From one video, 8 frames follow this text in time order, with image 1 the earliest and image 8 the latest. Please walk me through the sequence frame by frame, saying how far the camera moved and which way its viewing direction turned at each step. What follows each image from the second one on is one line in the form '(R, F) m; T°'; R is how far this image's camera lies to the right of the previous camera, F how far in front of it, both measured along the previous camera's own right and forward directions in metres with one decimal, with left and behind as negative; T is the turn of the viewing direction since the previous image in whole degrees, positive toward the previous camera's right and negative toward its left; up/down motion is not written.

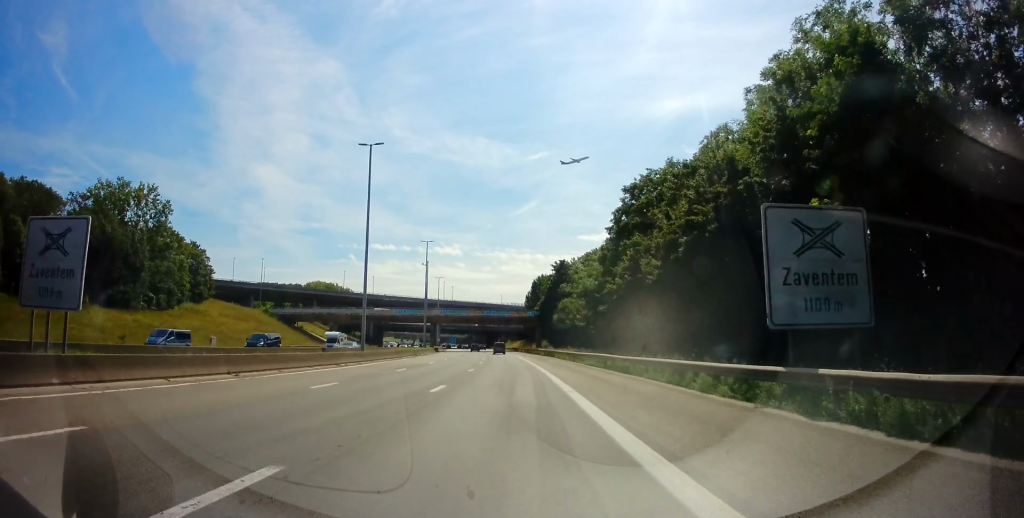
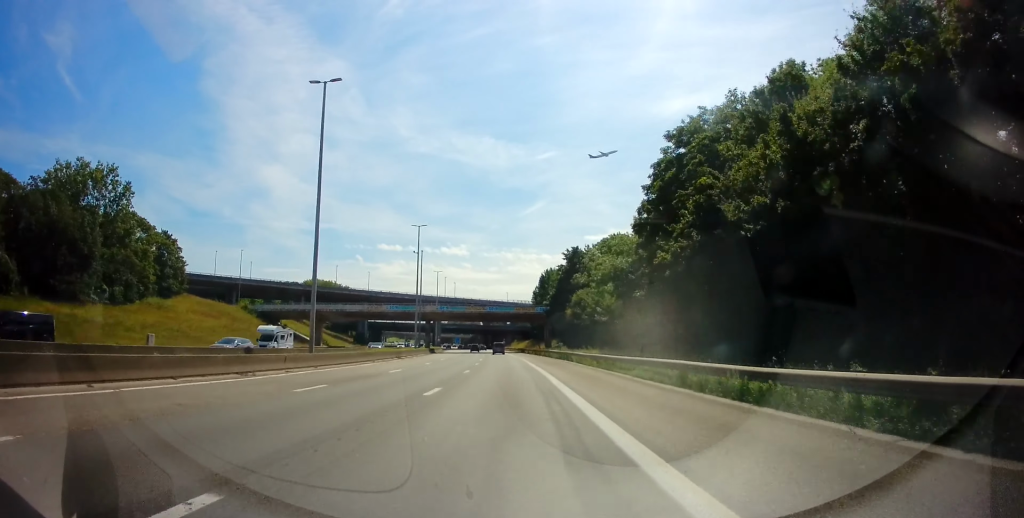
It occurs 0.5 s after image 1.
(-0.1, +14.4) m; -1°
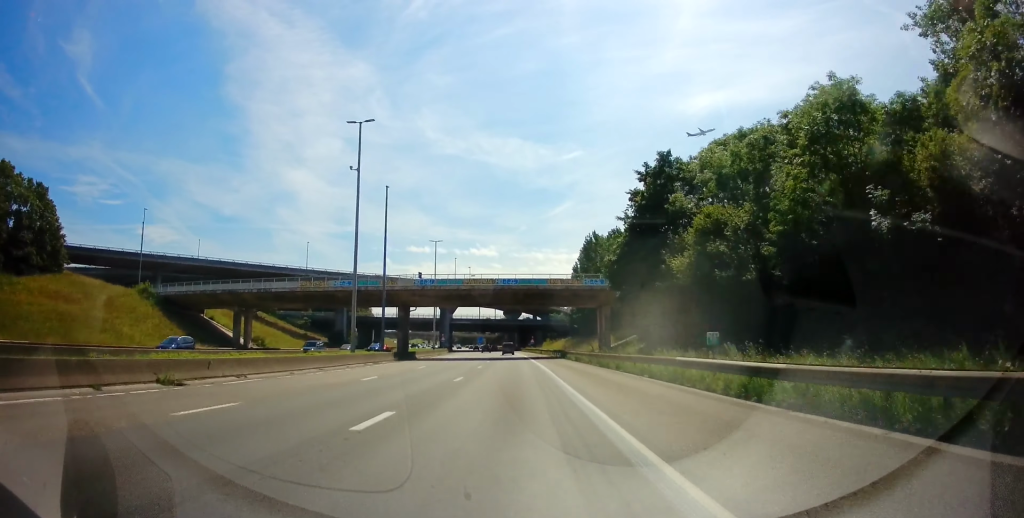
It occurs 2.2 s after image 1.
(-0.8, +45.0) m; -2°
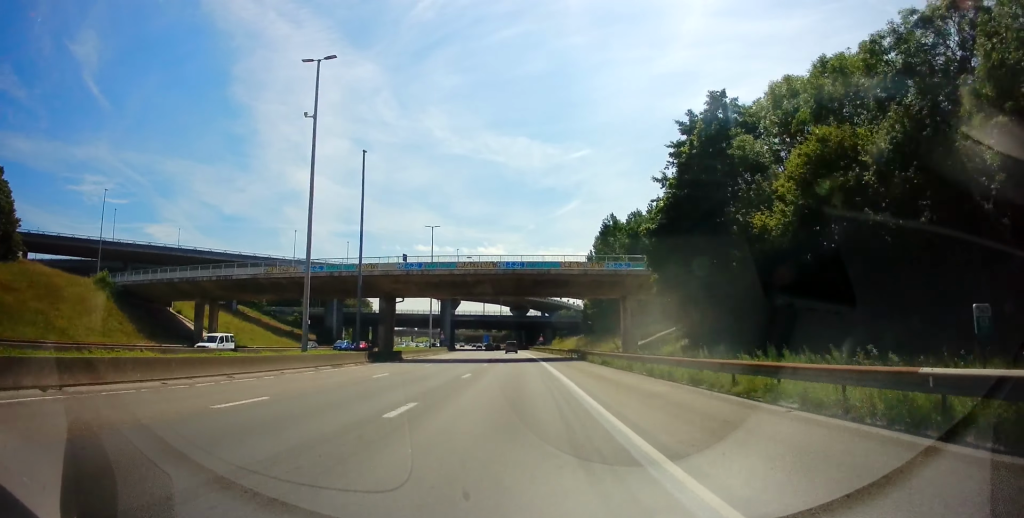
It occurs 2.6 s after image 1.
(-0.1, +11.8) m; -1°
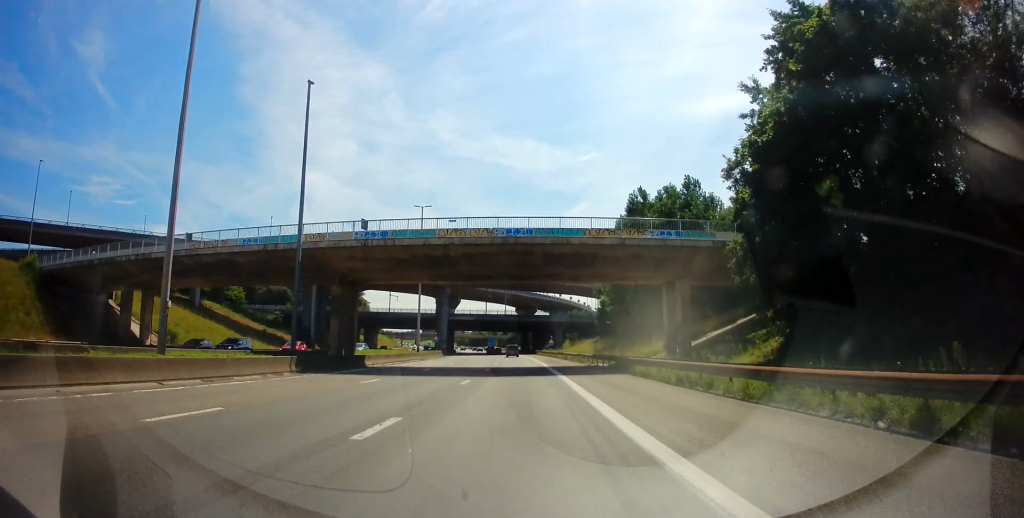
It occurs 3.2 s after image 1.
(+0.1, +15.5) m; -1°
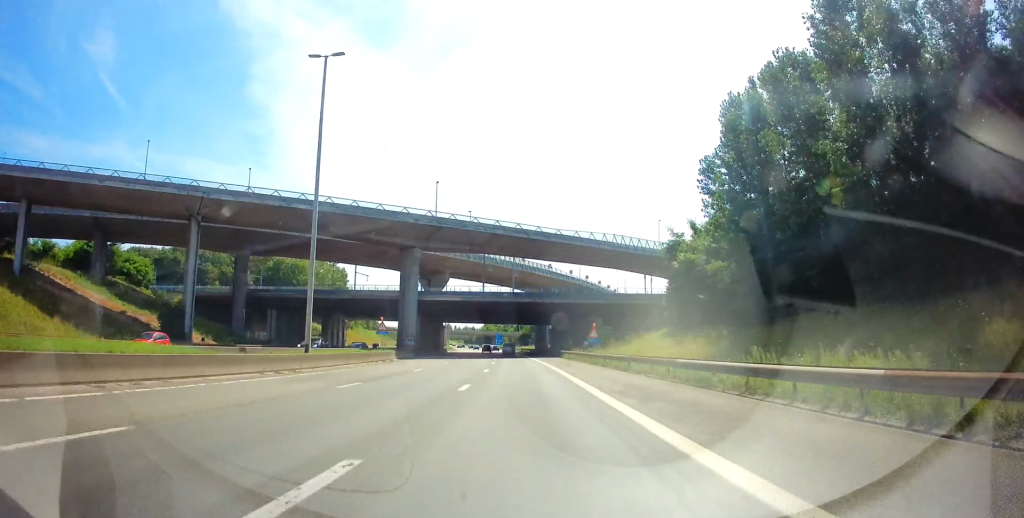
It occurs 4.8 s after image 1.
(-1.4, +43.1) m; -2°
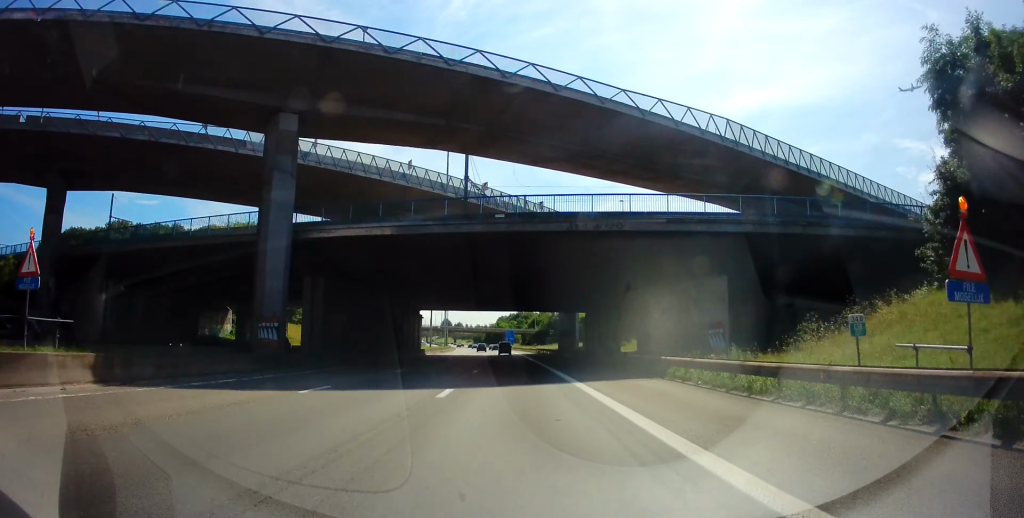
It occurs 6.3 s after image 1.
(+0.4, +43.4) m; -1°
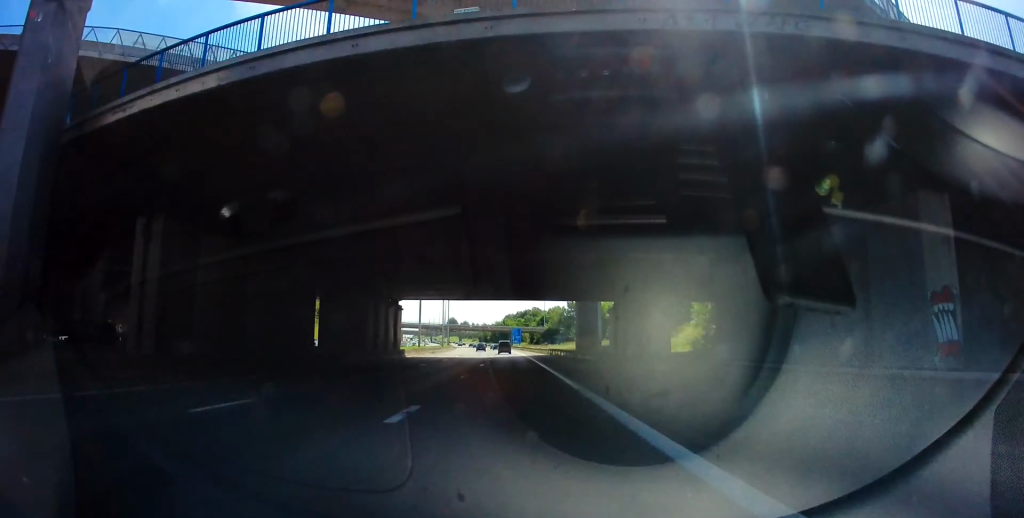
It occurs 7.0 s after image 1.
(-0.5, +18.4) m; -1°
